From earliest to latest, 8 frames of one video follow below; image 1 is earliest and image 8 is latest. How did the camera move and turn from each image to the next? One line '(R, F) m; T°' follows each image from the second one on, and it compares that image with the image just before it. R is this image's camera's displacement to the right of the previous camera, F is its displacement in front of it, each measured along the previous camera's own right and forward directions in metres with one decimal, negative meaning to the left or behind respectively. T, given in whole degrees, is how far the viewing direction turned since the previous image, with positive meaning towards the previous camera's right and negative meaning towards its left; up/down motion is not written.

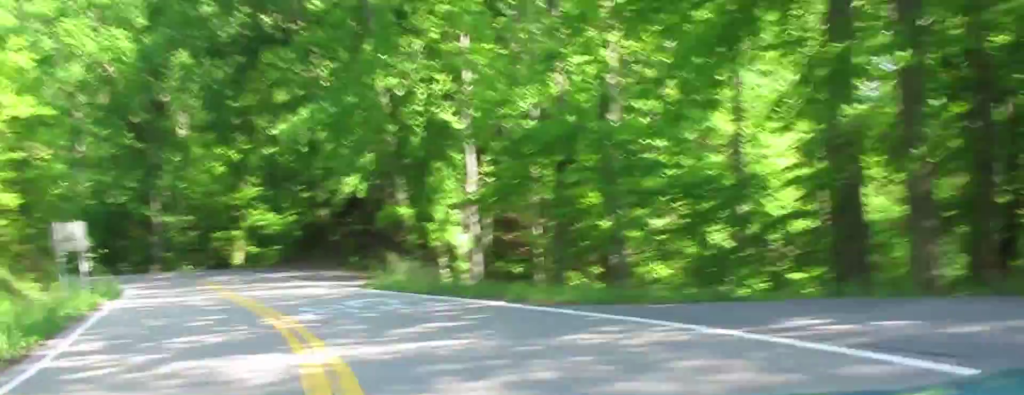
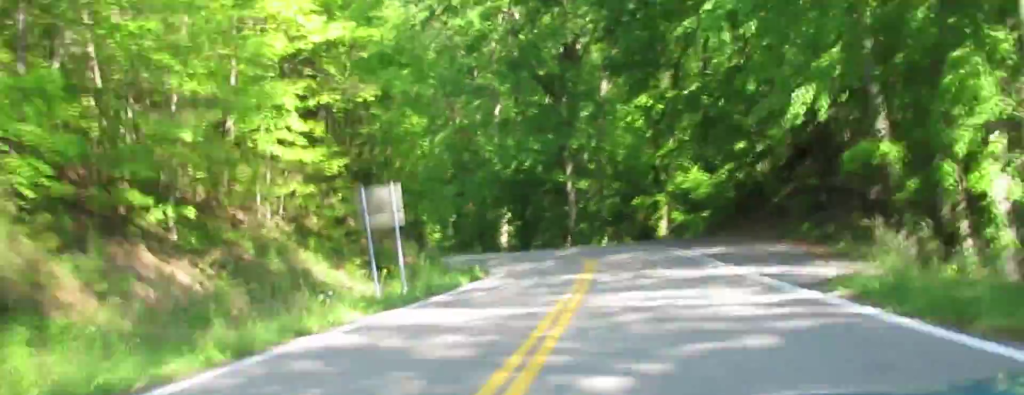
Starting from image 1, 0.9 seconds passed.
(+0.3, +13.9) m; +1°
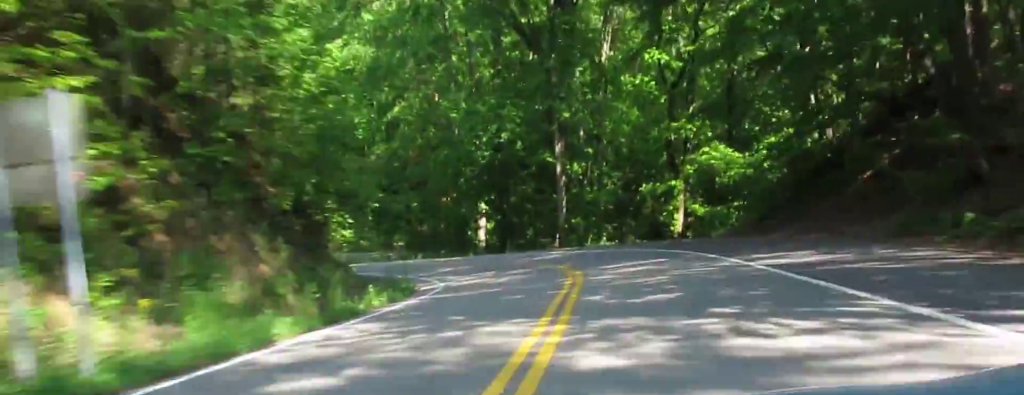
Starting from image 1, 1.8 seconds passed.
(0.0, +13.7) m; -2°
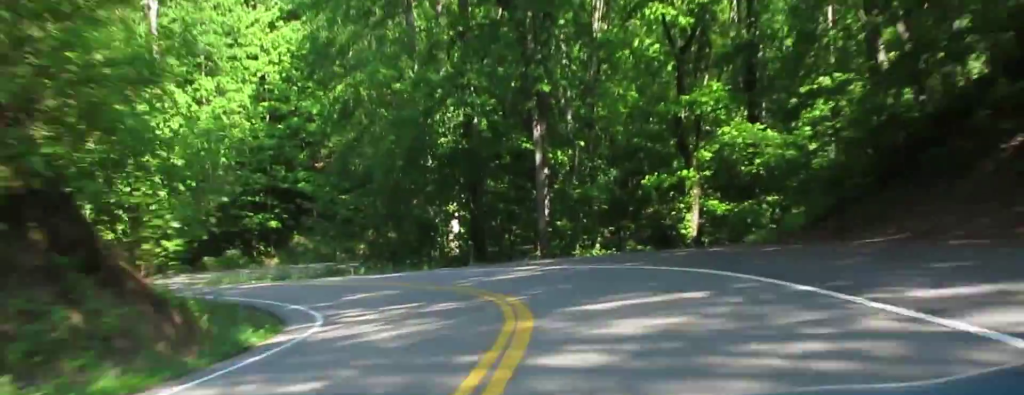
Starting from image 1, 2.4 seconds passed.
(0.0, +9.3) m; -6°
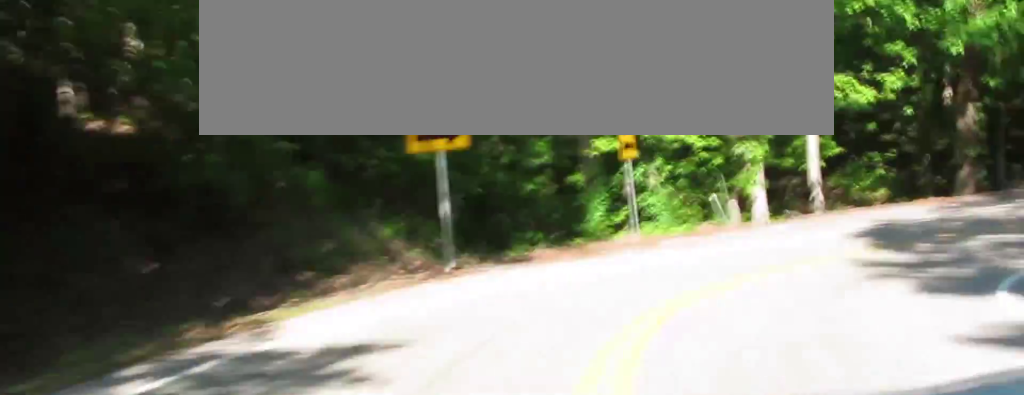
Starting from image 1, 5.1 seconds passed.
(-16.4, +37.8) m; -16°
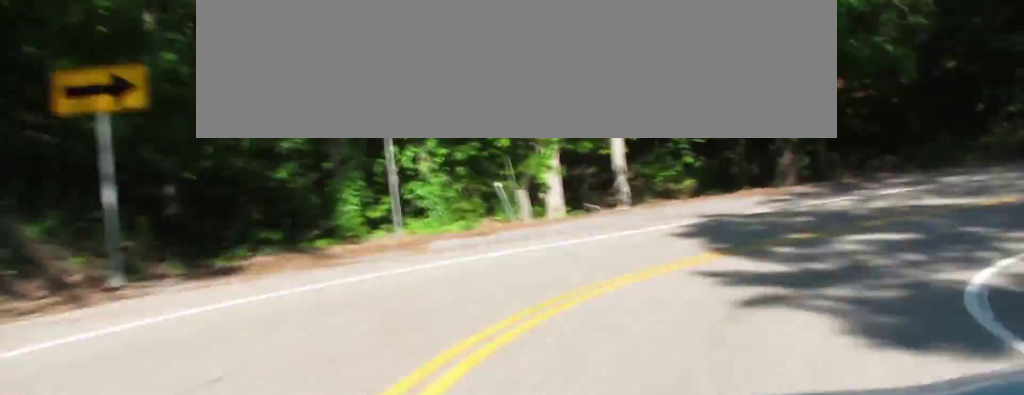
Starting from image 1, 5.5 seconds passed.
(+0.5, +6.8) m; +9°
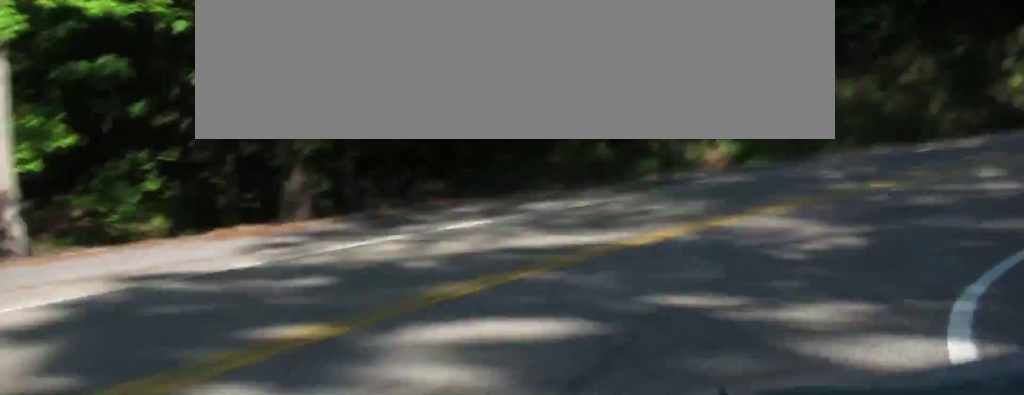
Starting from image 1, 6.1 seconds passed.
(0.0, +10.5) m; +14°
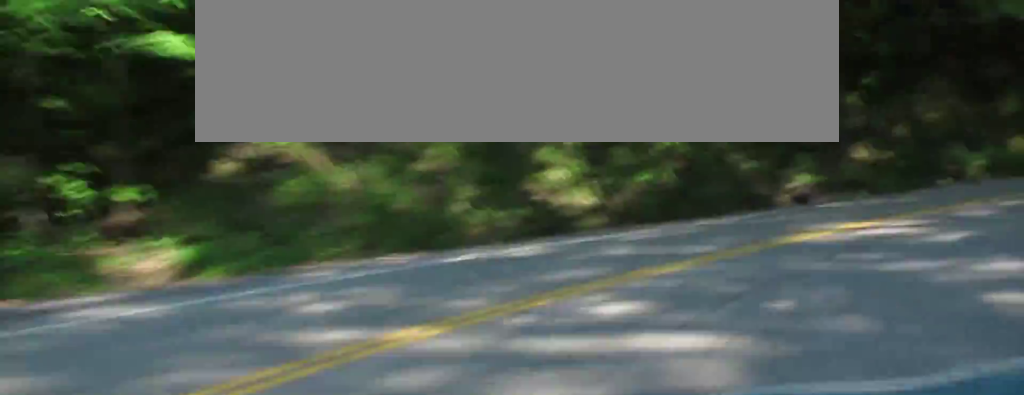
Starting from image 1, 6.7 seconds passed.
(+2.1, +10.8) m; +17°
